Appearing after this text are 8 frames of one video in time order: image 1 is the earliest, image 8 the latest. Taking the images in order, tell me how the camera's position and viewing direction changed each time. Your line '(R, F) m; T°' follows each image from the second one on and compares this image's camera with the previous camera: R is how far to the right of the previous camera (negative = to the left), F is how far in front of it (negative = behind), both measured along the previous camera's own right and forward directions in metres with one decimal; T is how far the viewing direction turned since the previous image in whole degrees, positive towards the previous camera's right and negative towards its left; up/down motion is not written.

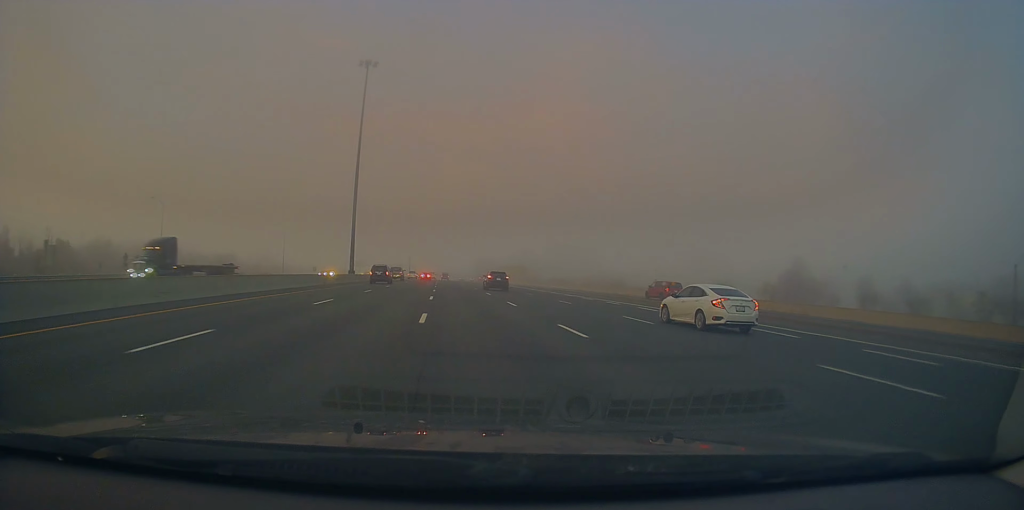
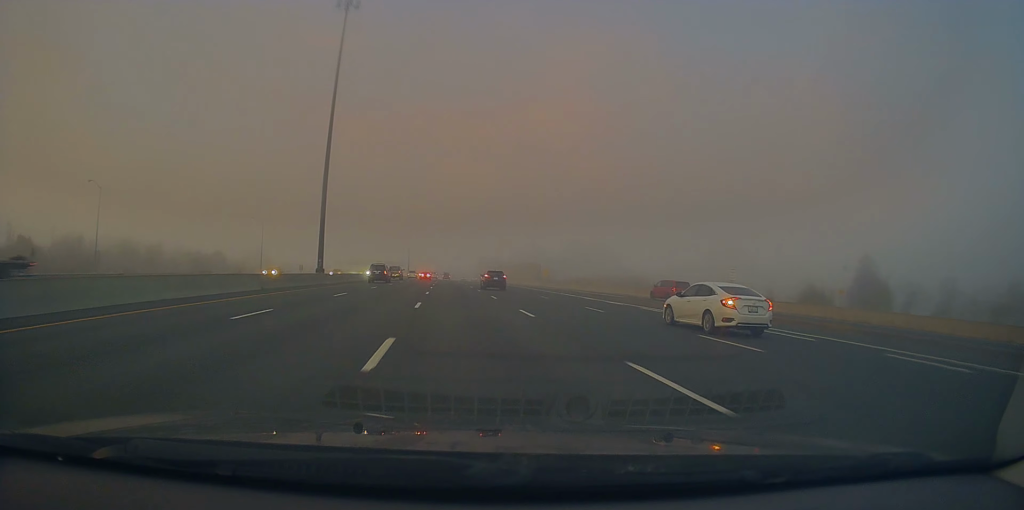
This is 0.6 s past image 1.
(-0.1, +19.7) m; -1°
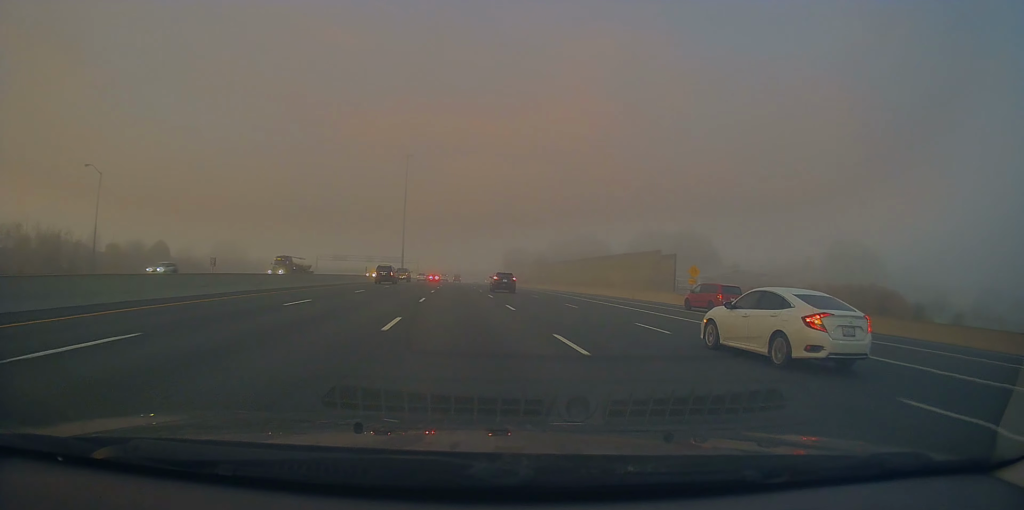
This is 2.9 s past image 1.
(-1.0, +67.7) m; -1°
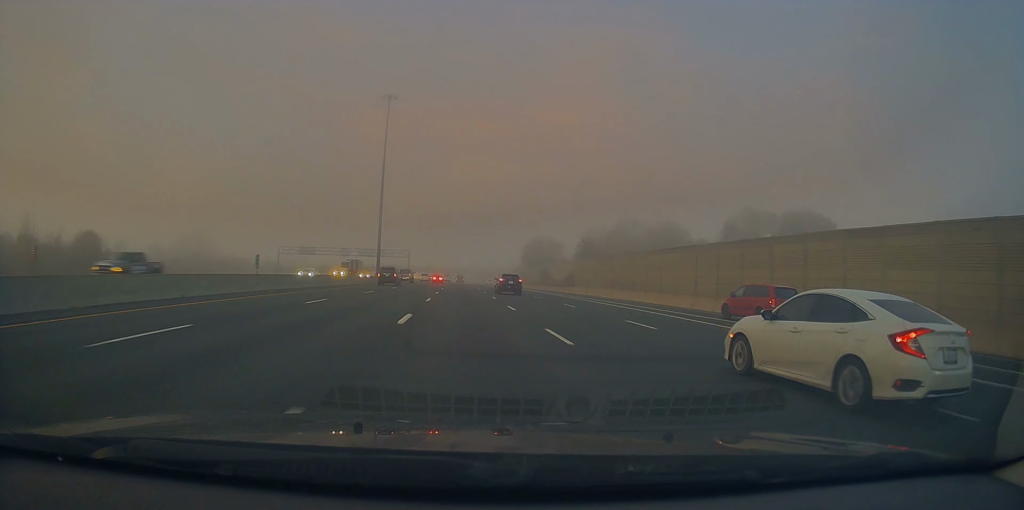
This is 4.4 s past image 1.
(0.0, +47.5) m; -1°
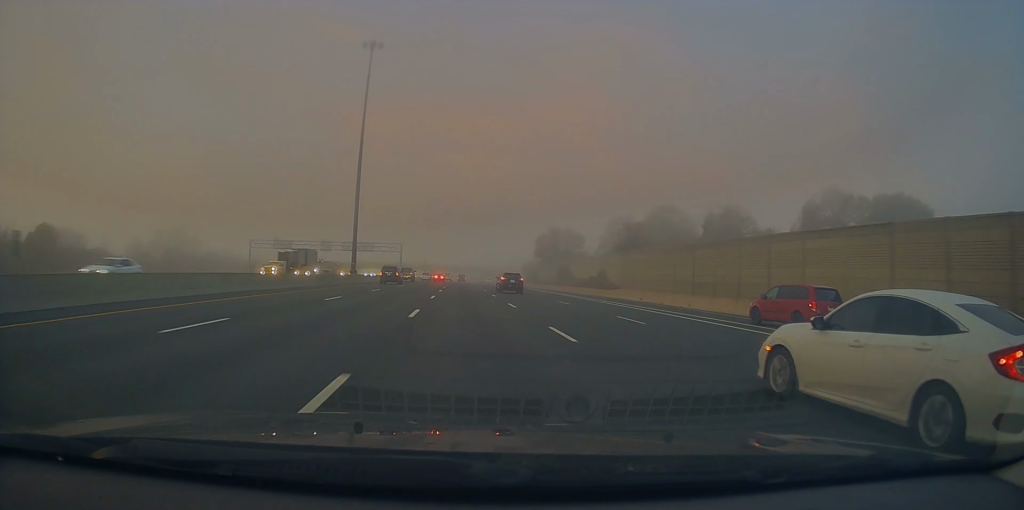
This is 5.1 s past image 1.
(-0.1, +22.2) m; 0°
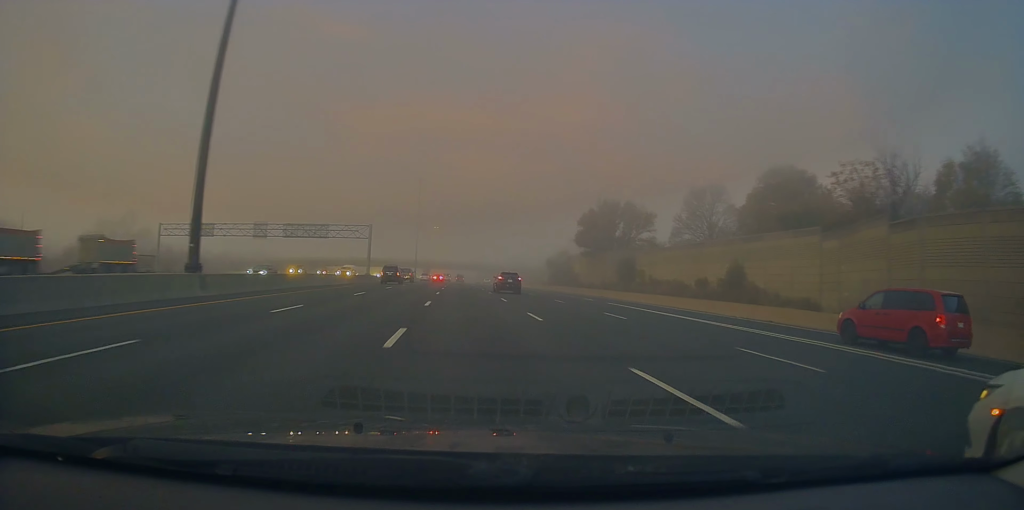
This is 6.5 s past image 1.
(-0.1, +42.9) m; +1°
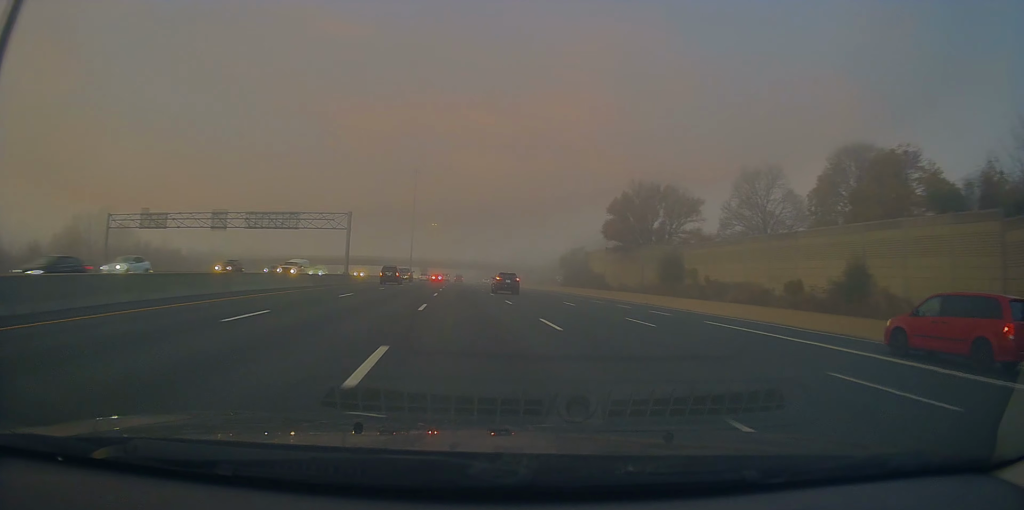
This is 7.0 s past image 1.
(+0.1, +15.3) m; 0°
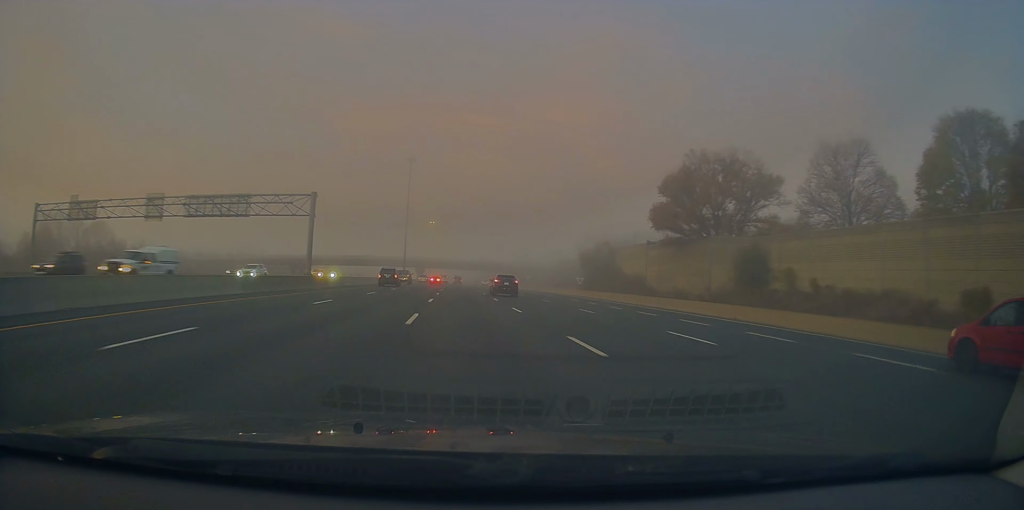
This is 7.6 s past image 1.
(+0.2, +16.6) m; 0°
